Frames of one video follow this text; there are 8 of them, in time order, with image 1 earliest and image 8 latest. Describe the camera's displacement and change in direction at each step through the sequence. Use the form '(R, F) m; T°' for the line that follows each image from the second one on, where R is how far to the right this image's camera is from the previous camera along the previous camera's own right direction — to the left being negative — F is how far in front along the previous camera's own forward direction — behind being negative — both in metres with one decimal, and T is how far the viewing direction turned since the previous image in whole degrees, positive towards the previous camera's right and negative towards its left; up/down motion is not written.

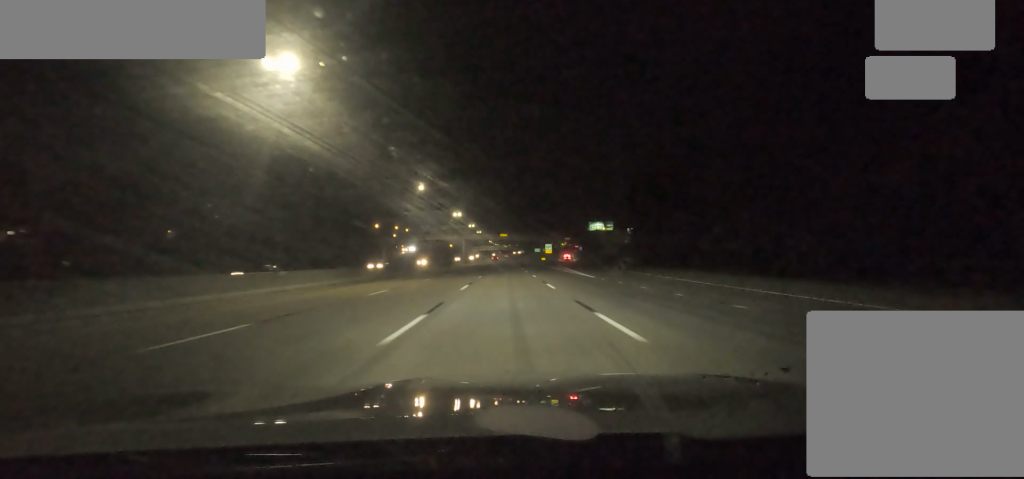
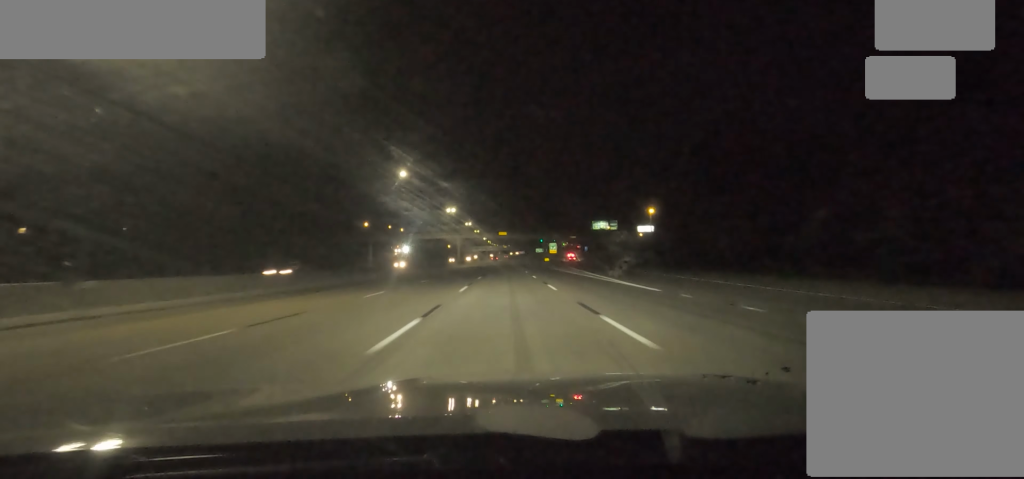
(0.0, +14.8) m; 0°
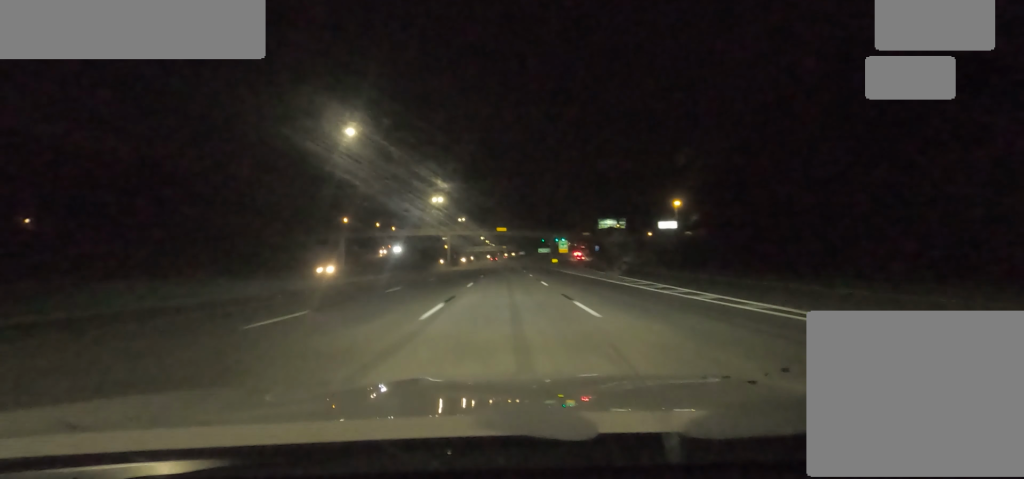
(0.0, +23.2) m; 0°
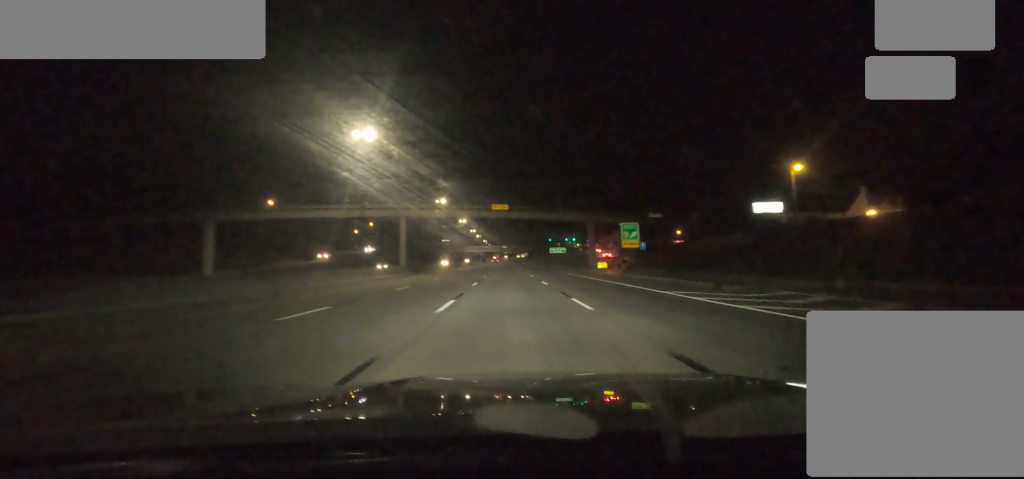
(0.0, +52.3) m; 0°
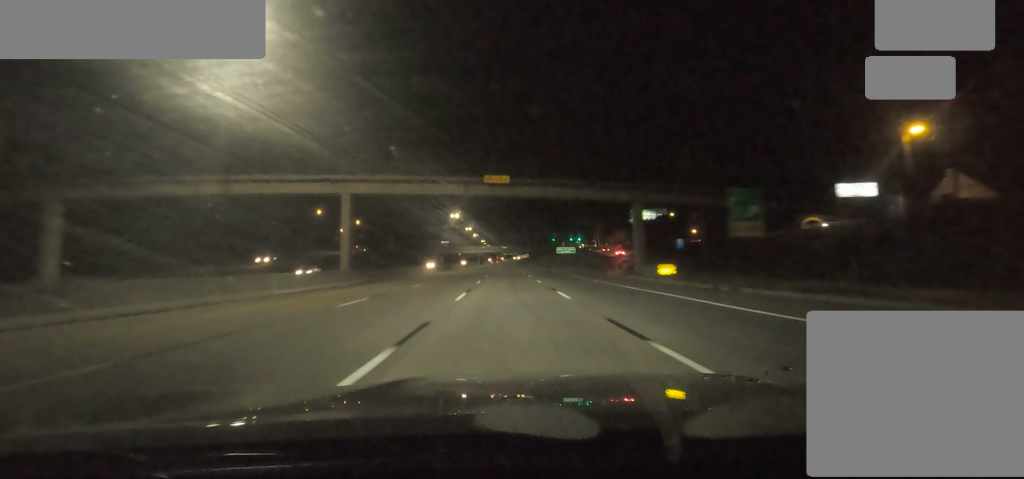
(0.0, +23.3) m; 0°
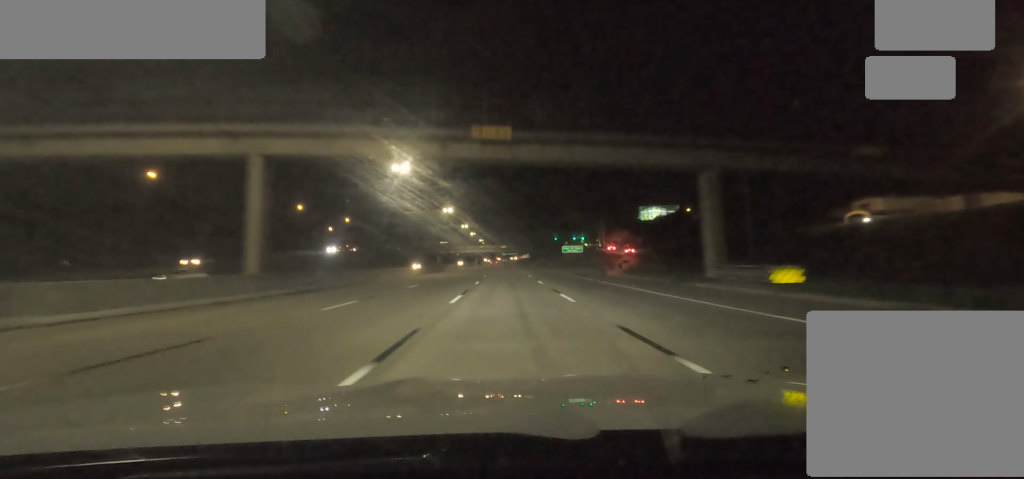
(0.0, +14.8) m; 0°
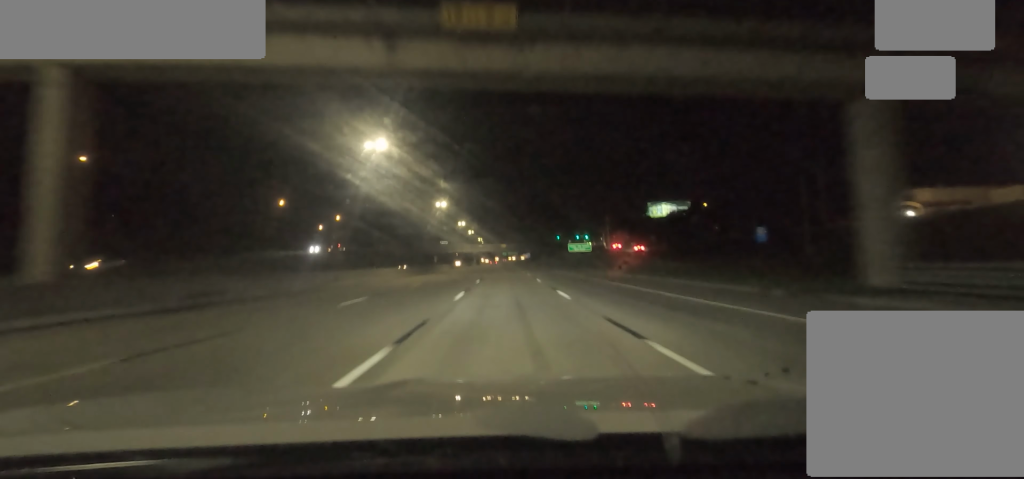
(0.0, +11.8) m; 0°
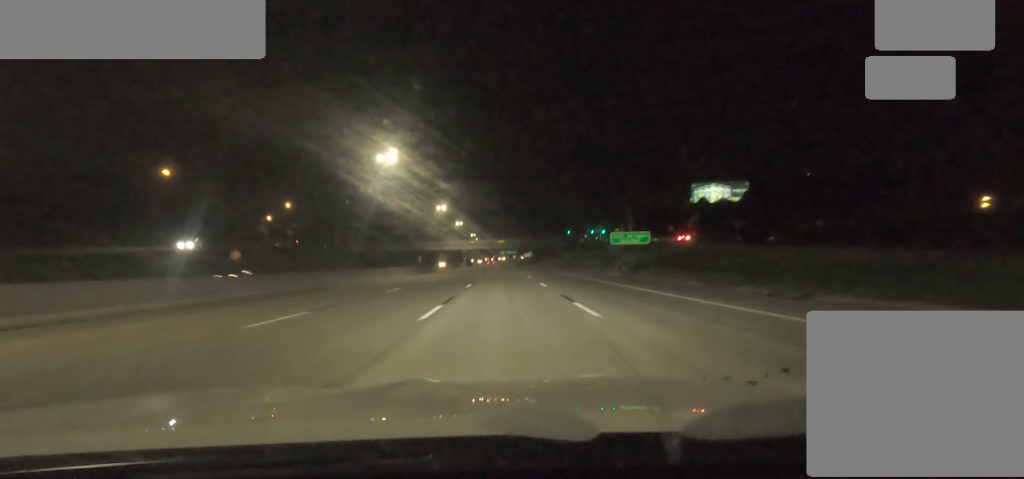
(0.0, +47.3) m; 0°
